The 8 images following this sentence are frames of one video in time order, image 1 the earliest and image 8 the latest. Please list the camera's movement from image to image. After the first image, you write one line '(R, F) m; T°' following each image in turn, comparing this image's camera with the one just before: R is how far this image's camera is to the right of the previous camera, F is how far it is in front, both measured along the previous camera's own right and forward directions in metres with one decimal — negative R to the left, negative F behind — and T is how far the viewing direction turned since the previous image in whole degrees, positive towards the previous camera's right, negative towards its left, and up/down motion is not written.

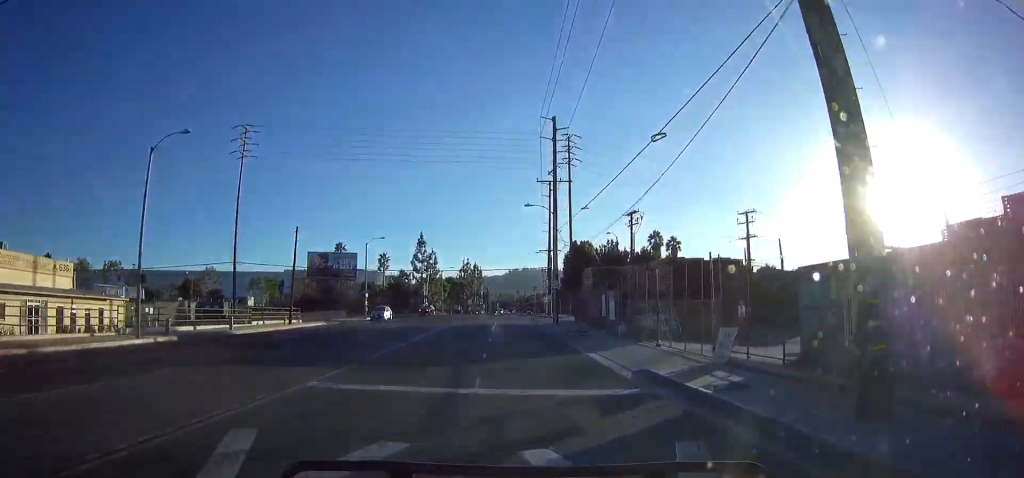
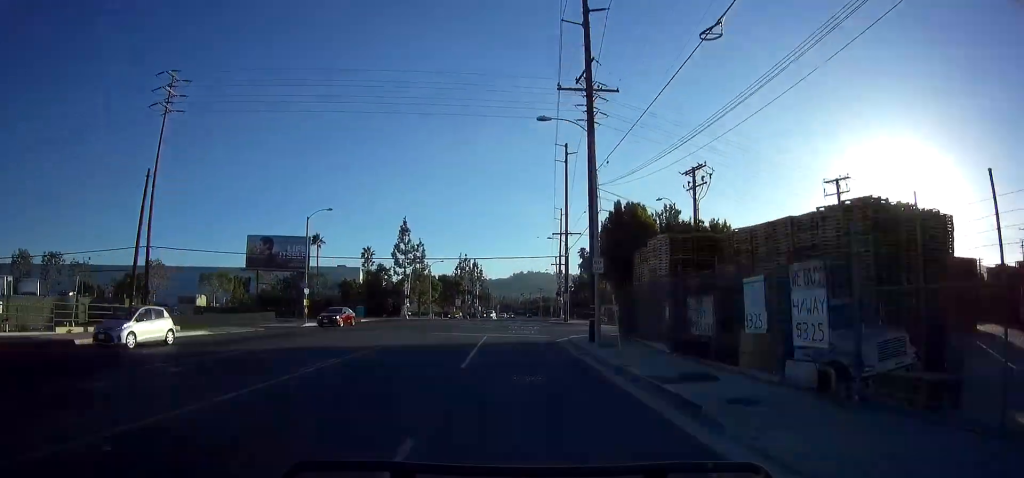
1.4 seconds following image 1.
(-0.3, +19.9) m; -2°
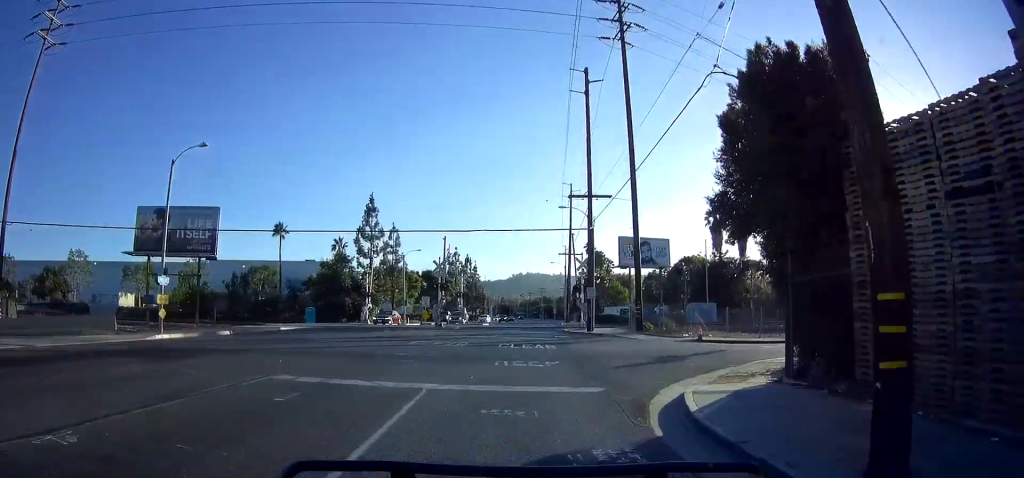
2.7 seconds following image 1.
(0.0, +19.4) m; +1°
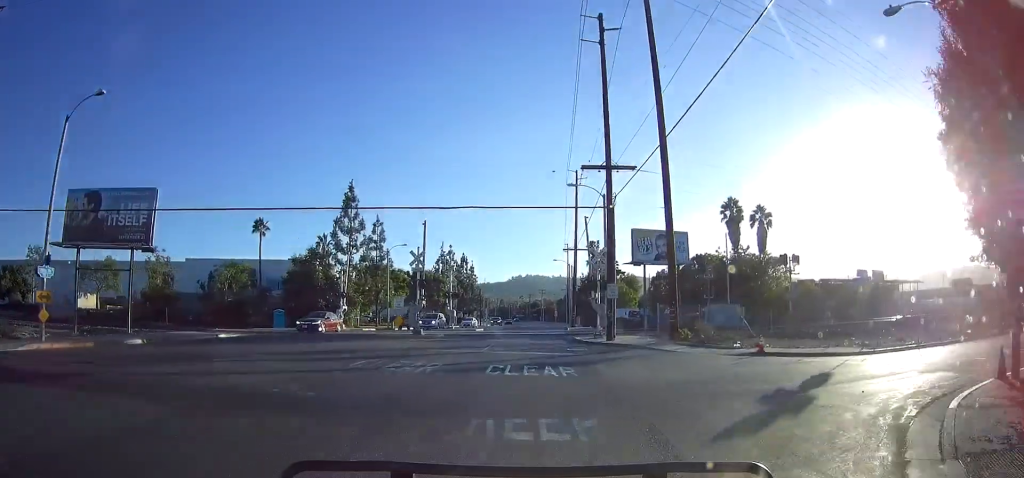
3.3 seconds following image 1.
(0.0, +8.3) m; +1°
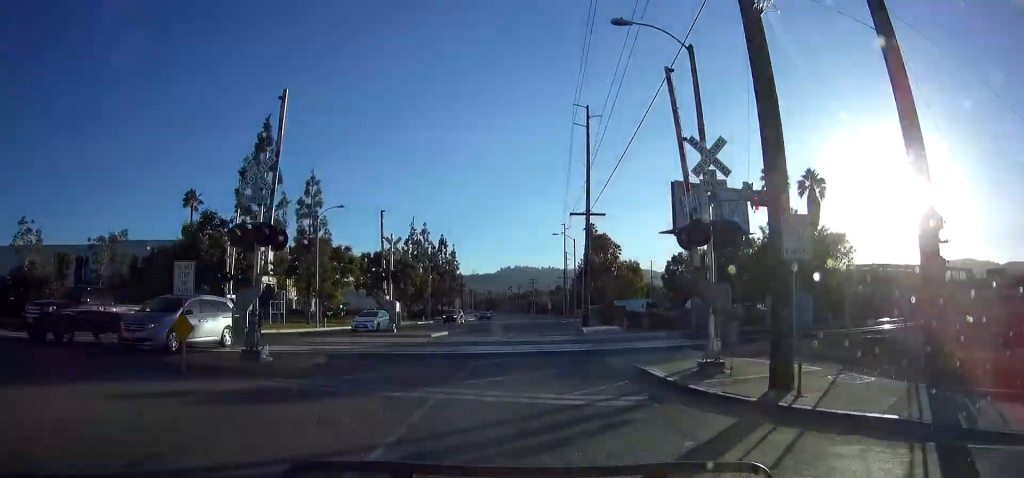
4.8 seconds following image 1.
(+0.4, +18.8) m; +2°
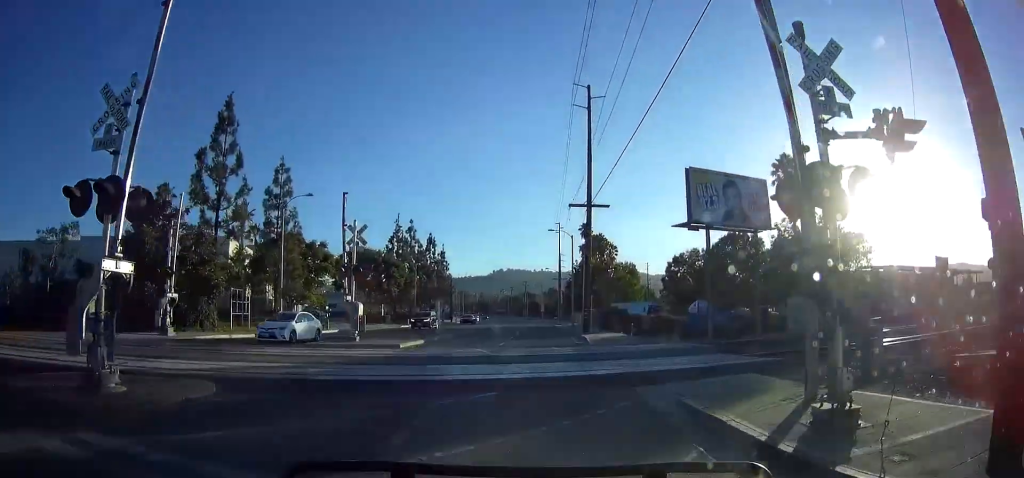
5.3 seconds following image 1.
(-0.1, +5.3) m; +1°
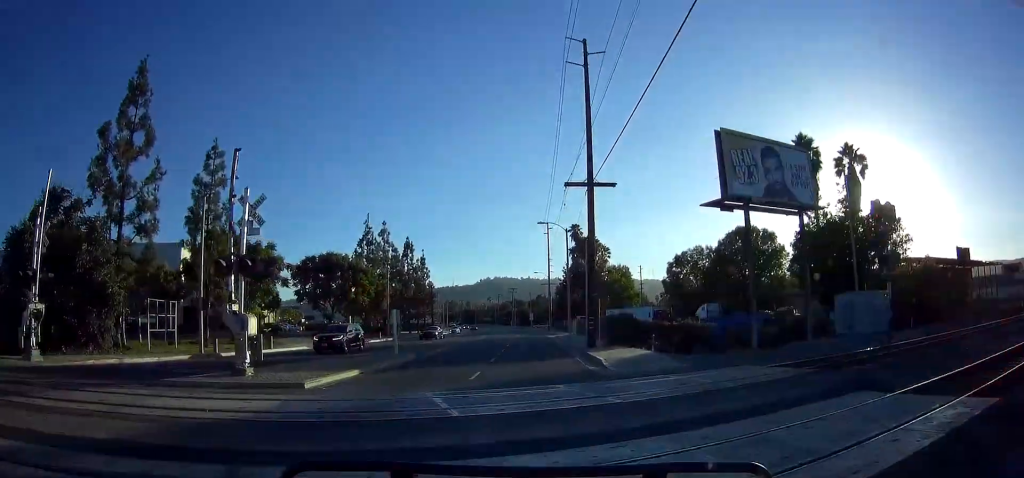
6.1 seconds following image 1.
(+0.2, +8.8) m; 0°
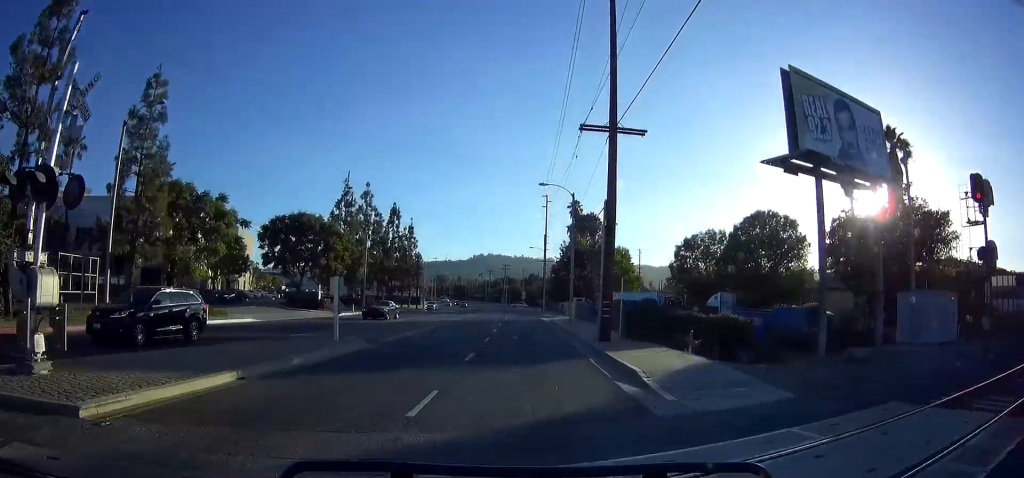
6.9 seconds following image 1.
(0.0, +7.3) m; 0°
